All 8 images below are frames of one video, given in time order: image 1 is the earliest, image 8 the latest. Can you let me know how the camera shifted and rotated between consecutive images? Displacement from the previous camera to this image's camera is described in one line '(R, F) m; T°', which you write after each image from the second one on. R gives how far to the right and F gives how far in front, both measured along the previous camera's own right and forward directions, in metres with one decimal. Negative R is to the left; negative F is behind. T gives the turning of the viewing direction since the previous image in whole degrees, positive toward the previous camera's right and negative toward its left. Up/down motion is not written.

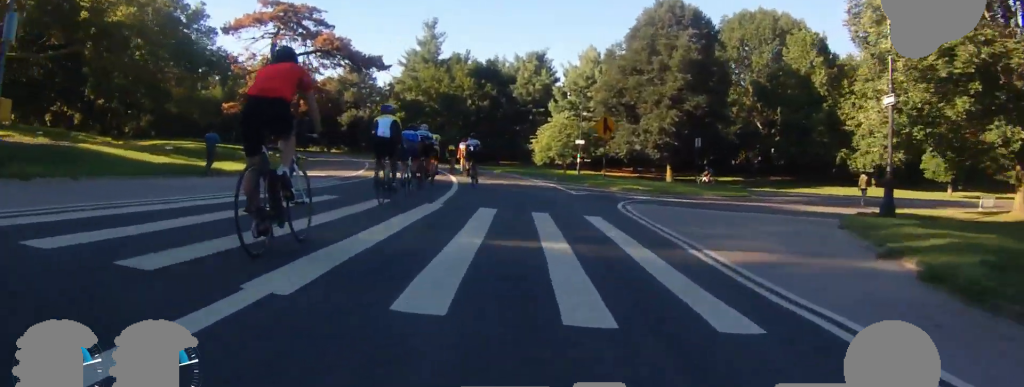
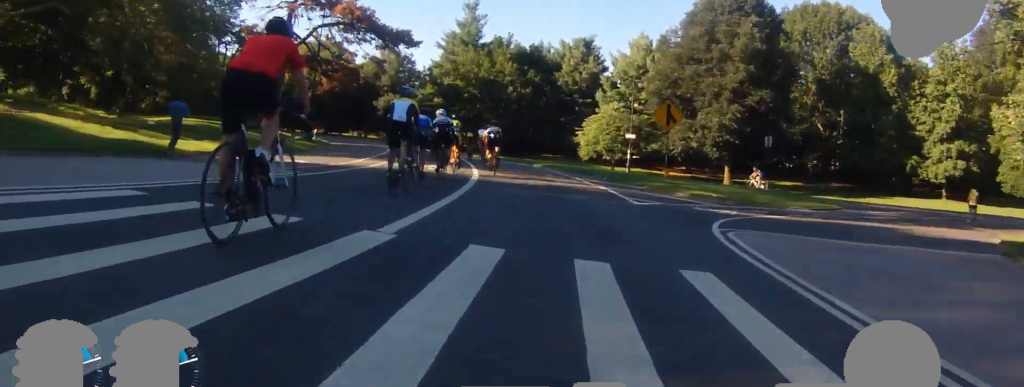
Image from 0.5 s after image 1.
(0.0, +5.5) m; 0°
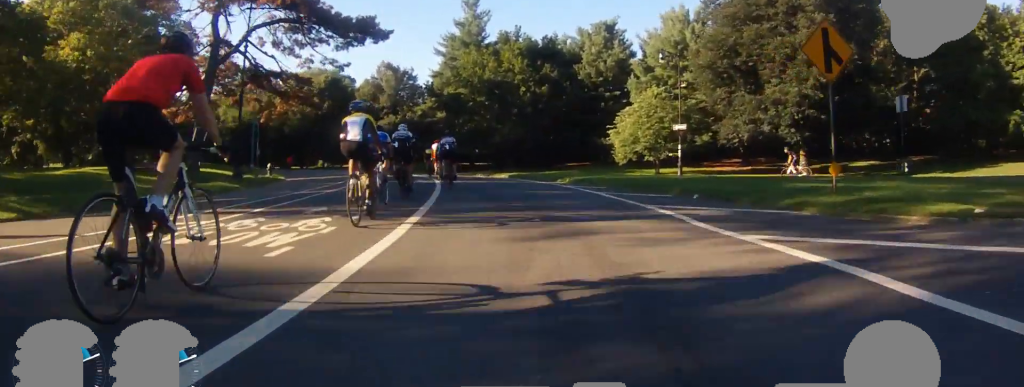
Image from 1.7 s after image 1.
(-0.3, +12.5) m; -6°
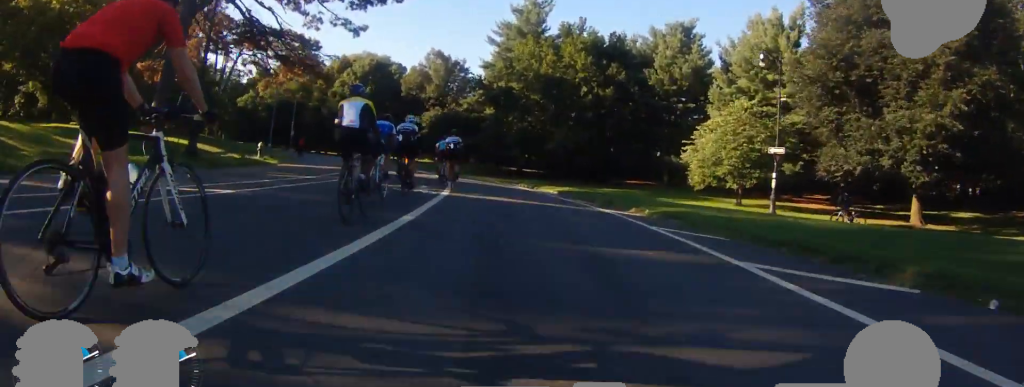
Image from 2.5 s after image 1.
(-0.6, +8.3) m; -5°
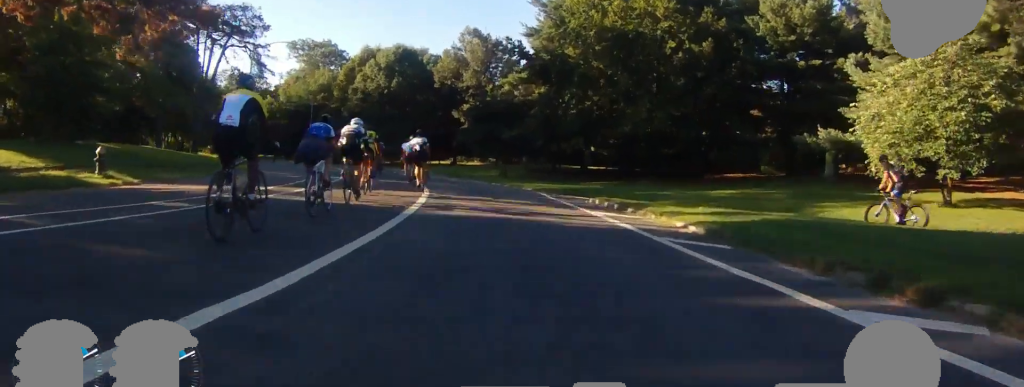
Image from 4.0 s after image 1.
(-1.6, +16.3) m; -9°
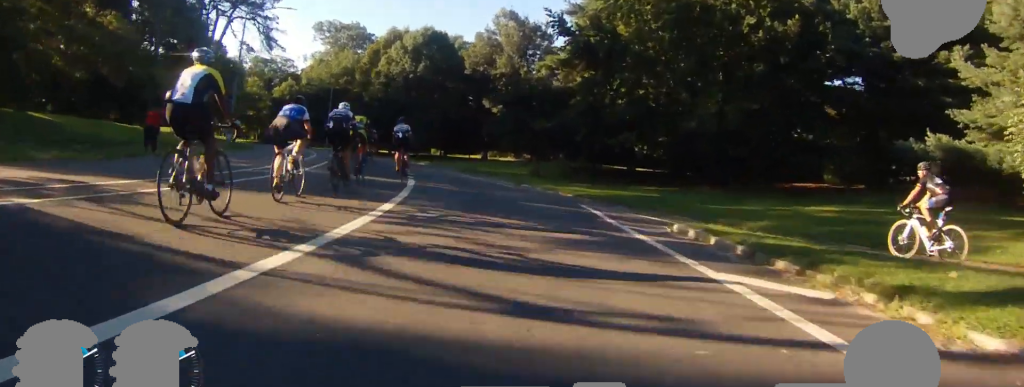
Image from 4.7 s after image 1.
(-0.3, +7.5) m; -3°
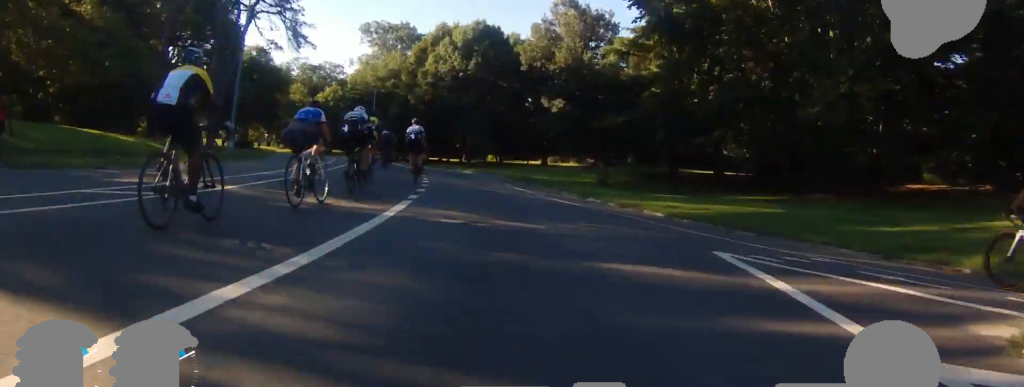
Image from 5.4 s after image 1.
(+0.6, +7.4) m; -6°
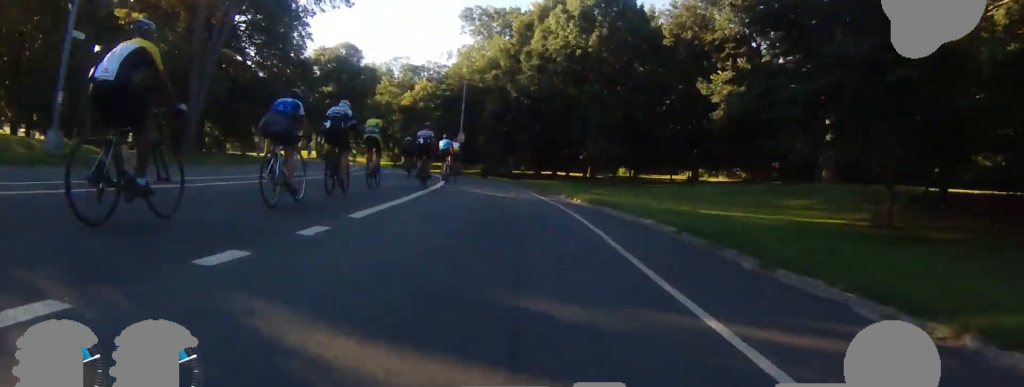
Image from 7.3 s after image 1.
(-3.8, +19.4) m; -12°
